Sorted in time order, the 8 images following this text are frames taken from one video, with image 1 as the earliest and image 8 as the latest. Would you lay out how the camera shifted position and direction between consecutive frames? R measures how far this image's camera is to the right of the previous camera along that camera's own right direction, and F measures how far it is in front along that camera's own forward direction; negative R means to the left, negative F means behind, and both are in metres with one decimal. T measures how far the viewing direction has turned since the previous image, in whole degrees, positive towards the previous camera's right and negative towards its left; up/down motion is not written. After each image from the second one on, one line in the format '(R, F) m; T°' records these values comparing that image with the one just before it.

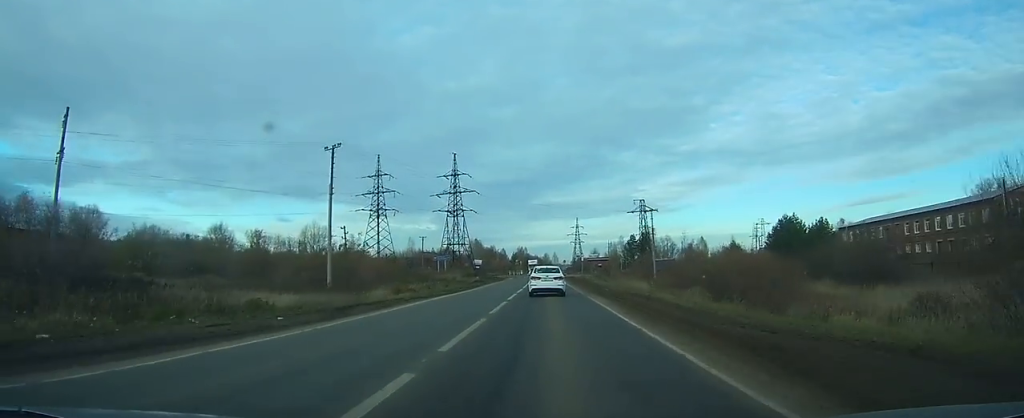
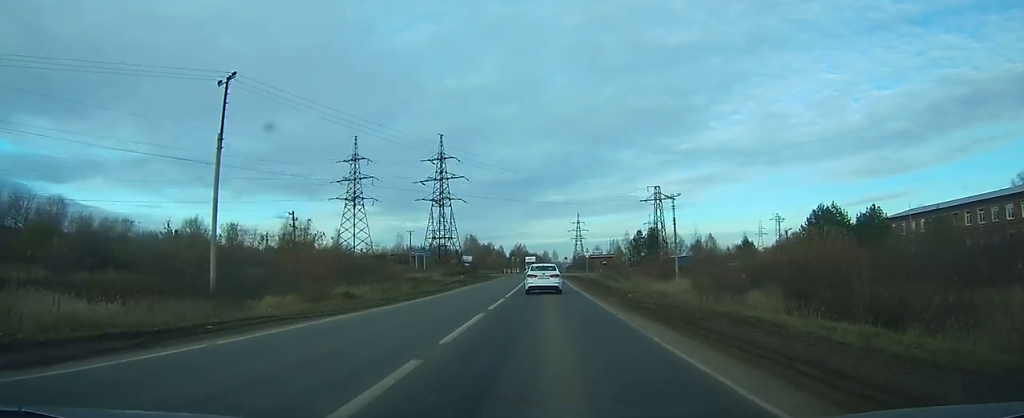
(0.0, +14.8) m; 0°
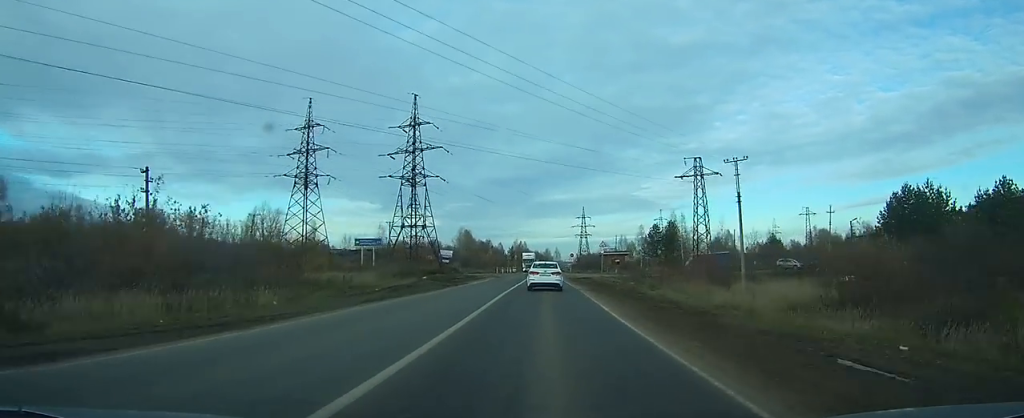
(0.0, +22.8) m; 0°
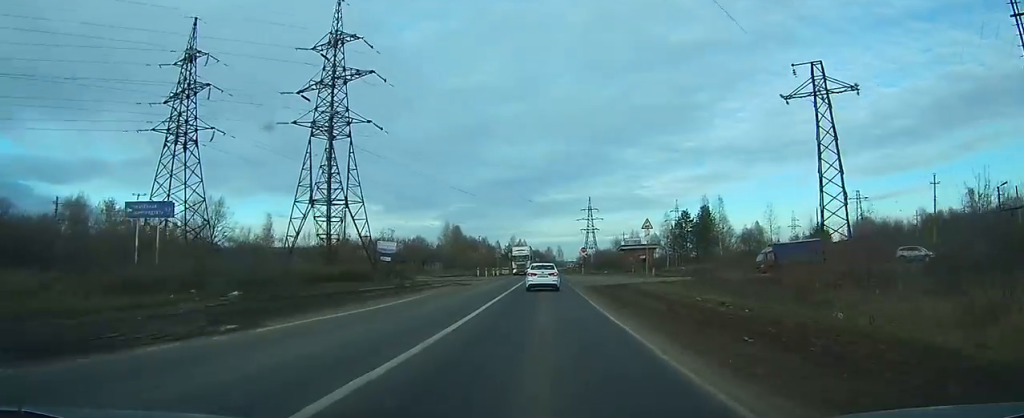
(-0.1, +32.1) m; 0°
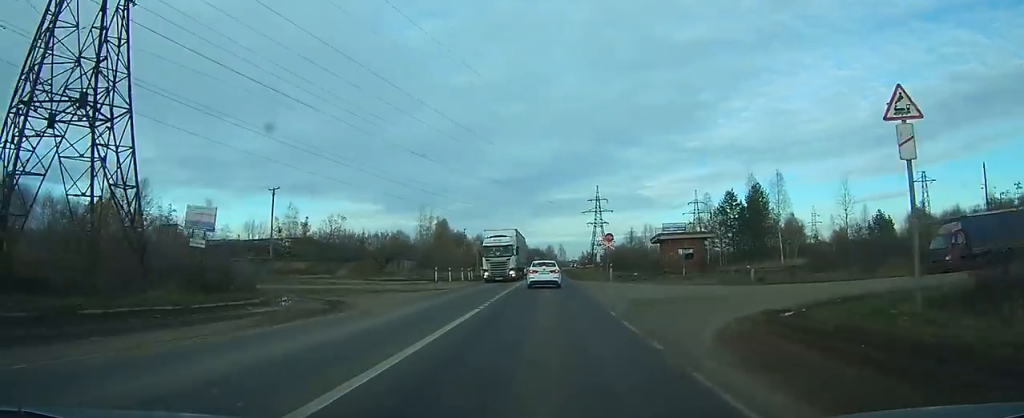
(-0.1, +29.9) m; 0°
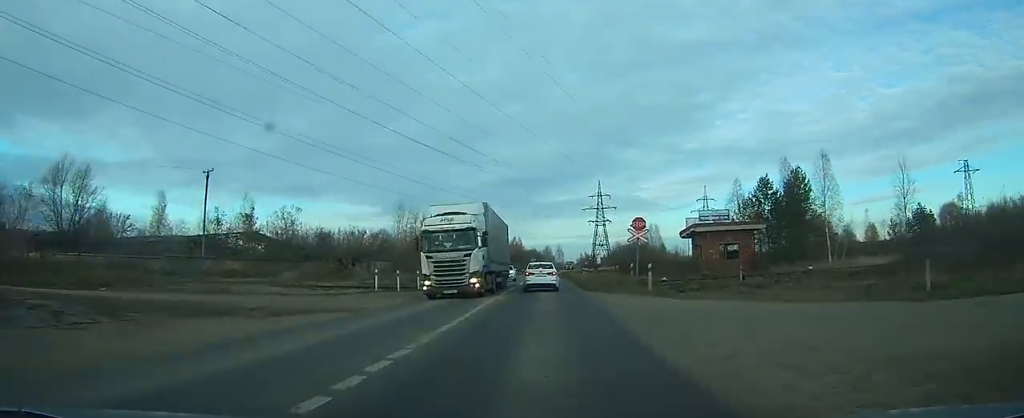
(0.0, +16.3) m; 0°
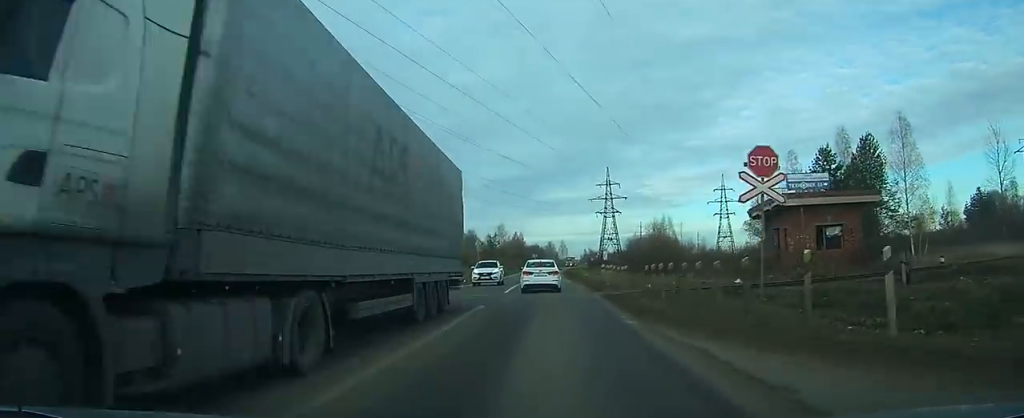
(0.0, +16.5) m; 0°
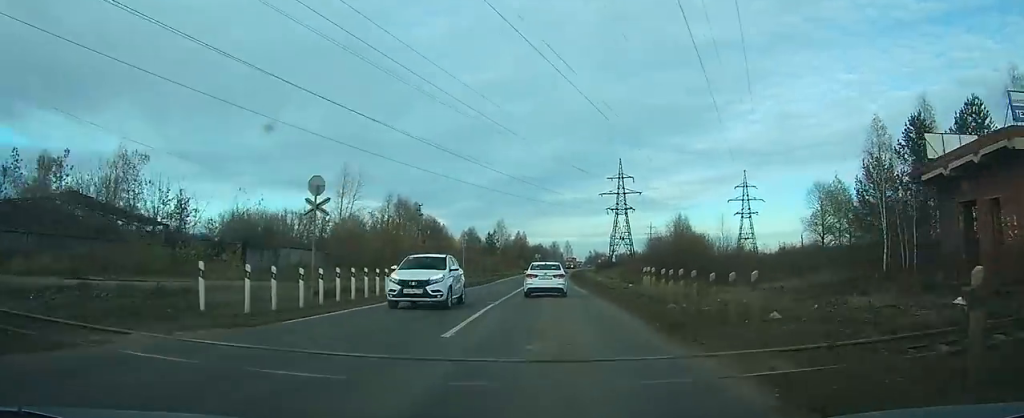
(0.0, +17.2) m; 0°
